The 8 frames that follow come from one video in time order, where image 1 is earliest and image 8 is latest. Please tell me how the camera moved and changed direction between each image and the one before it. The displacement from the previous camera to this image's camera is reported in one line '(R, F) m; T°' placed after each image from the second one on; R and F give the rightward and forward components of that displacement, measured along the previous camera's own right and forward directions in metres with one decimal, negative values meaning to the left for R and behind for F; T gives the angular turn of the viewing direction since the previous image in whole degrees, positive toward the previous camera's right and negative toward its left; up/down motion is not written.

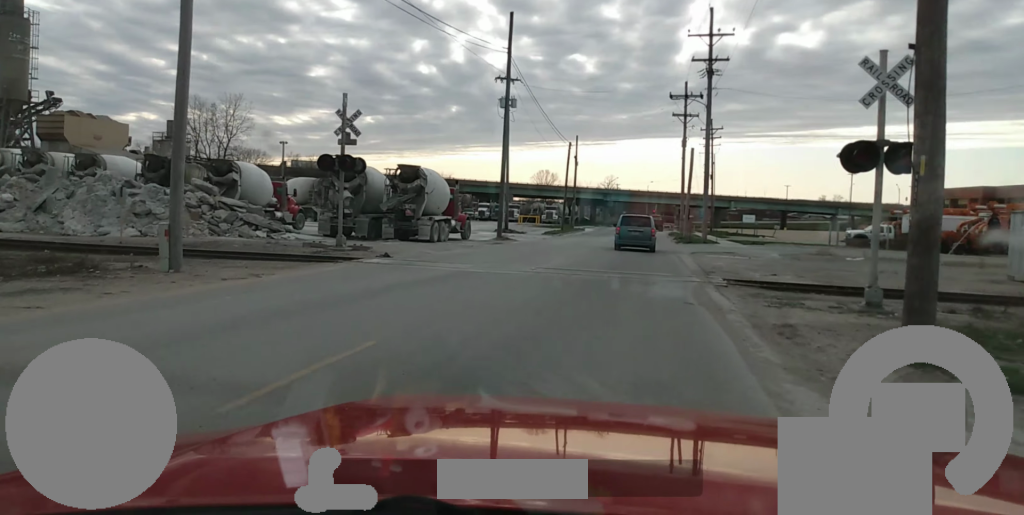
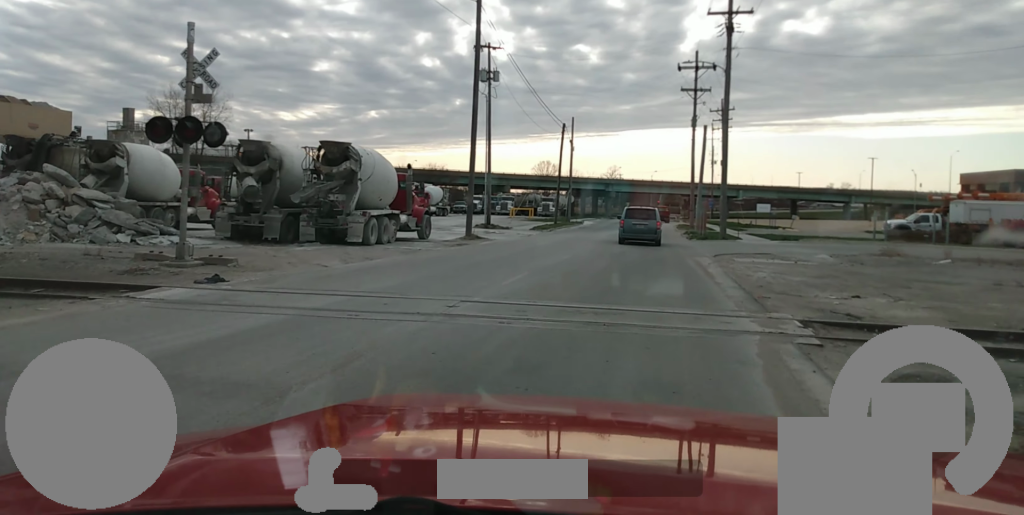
(+0.5, +9.2) m; -1°
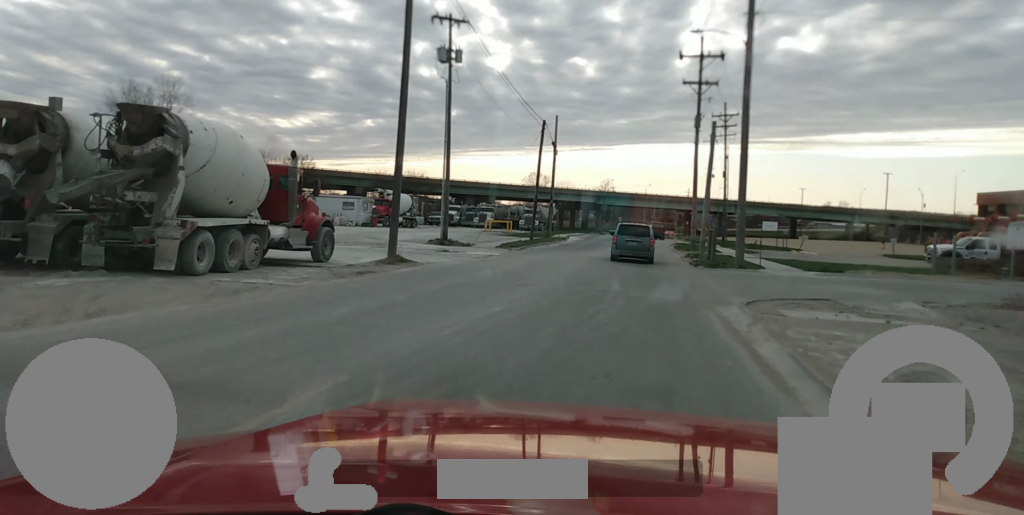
(-0.7, +10.0) m; -4°
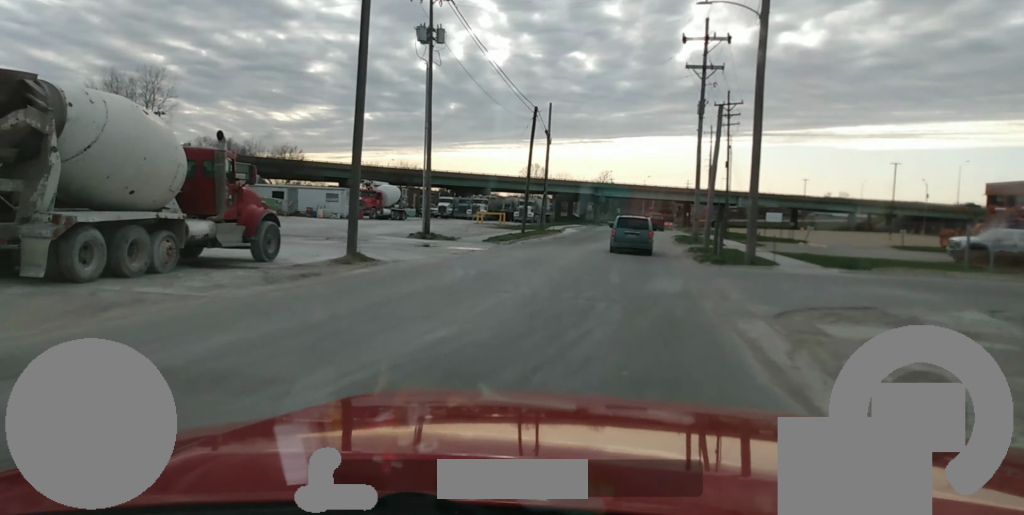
(0.0, +3.9) m; 0°
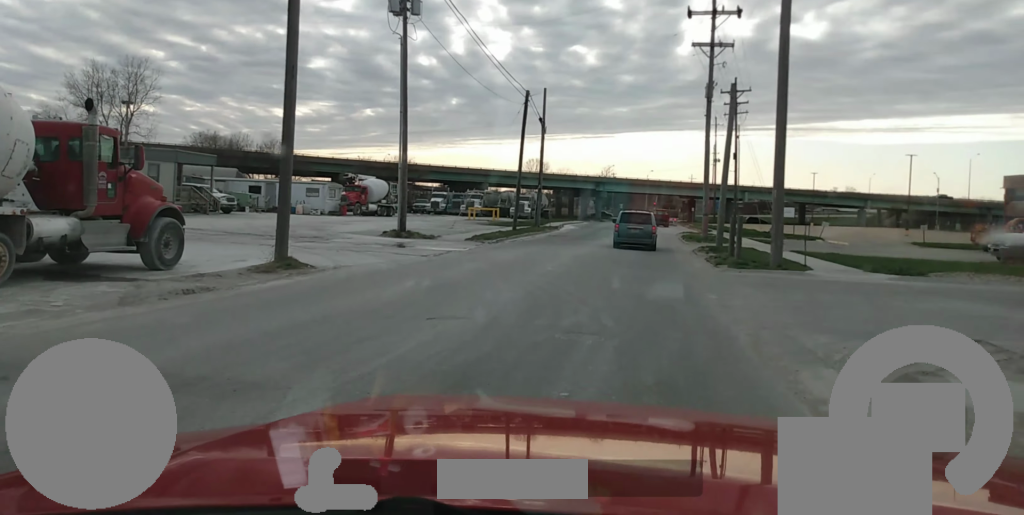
(0.0, +4.6) m; +1°
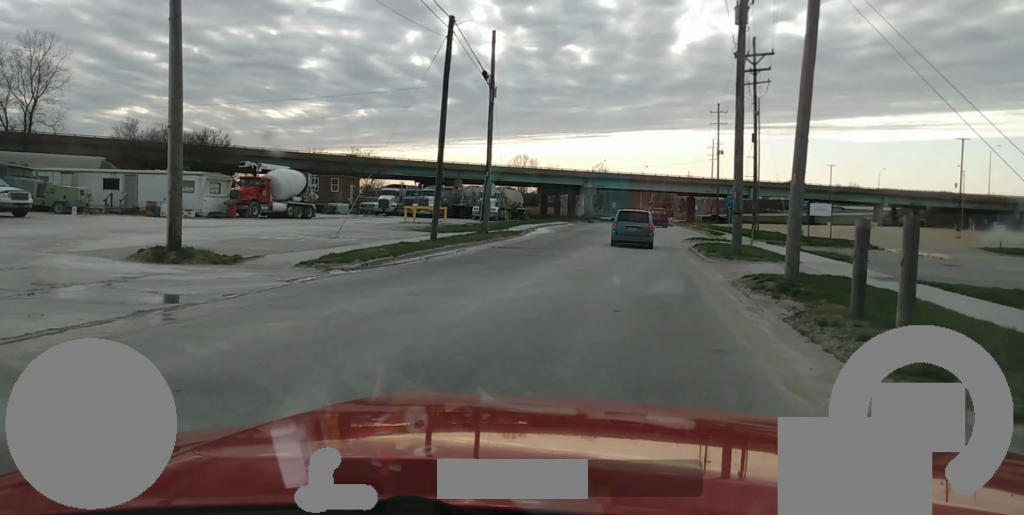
(+0.4, +17.6) m; +1°
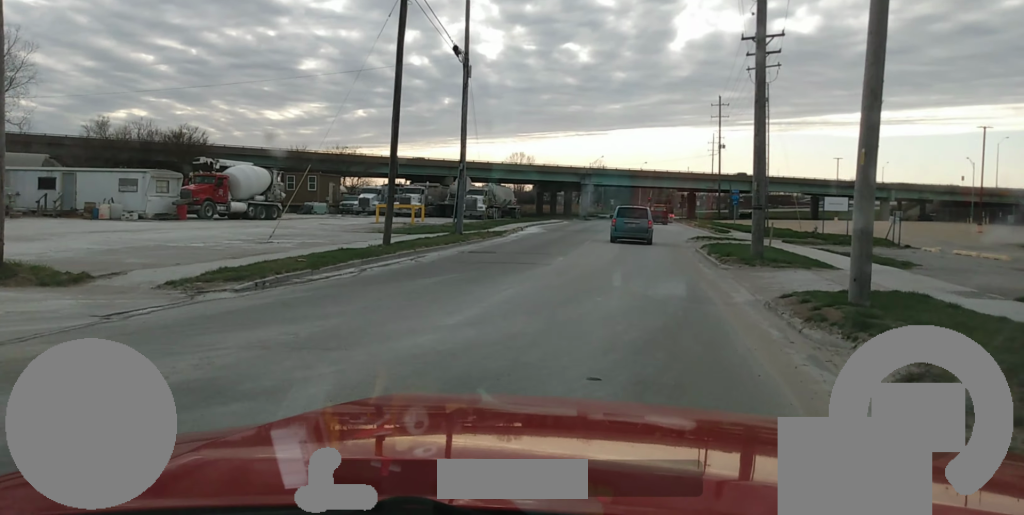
(0.0, +5.3) m; 0°
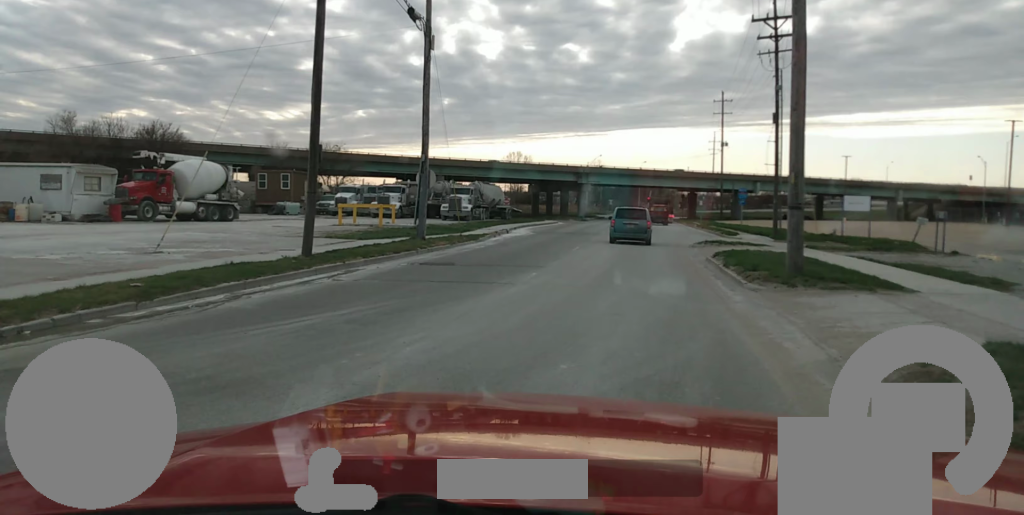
(0.0, +5.6) m; -1°
